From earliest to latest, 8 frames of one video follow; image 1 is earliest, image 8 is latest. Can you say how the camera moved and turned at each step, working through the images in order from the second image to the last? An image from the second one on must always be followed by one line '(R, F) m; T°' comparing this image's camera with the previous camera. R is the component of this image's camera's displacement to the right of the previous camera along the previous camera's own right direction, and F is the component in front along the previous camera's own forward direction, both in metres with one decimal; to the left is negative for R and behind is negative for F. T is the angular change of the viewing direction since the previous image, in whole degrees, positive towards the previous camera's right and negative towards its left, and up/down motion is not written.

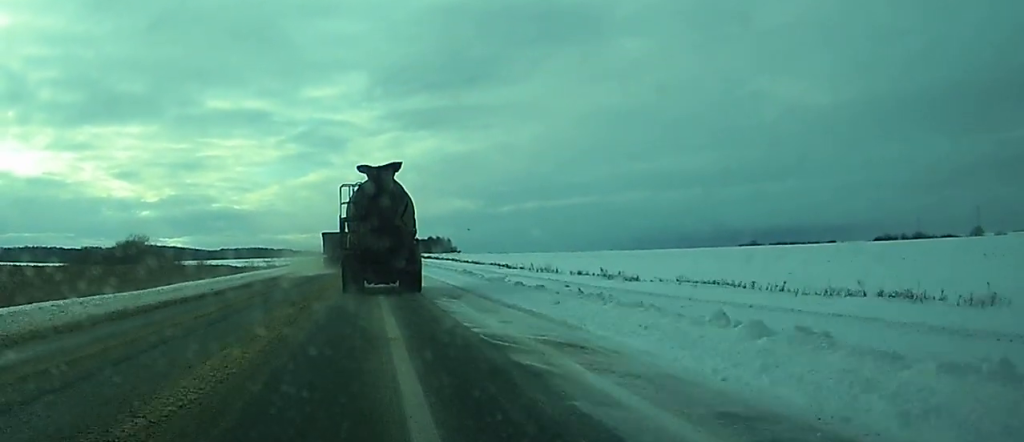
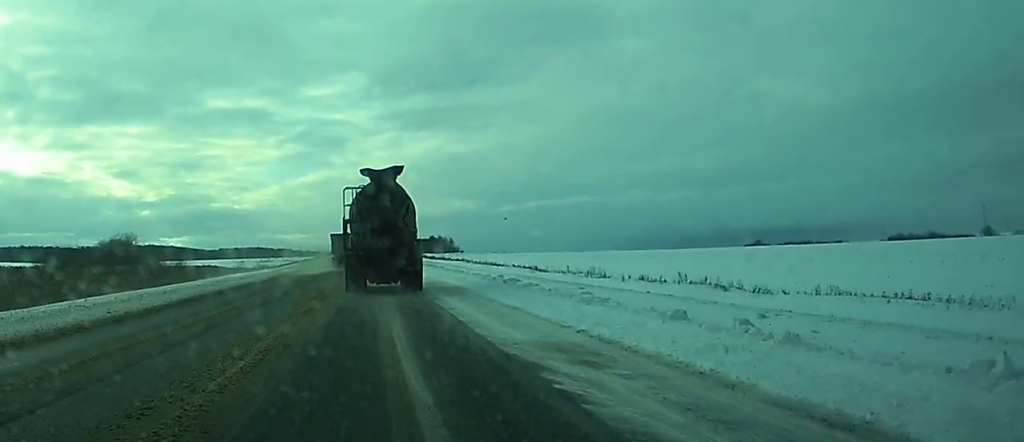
(-0.1, +14.1) m; 0°
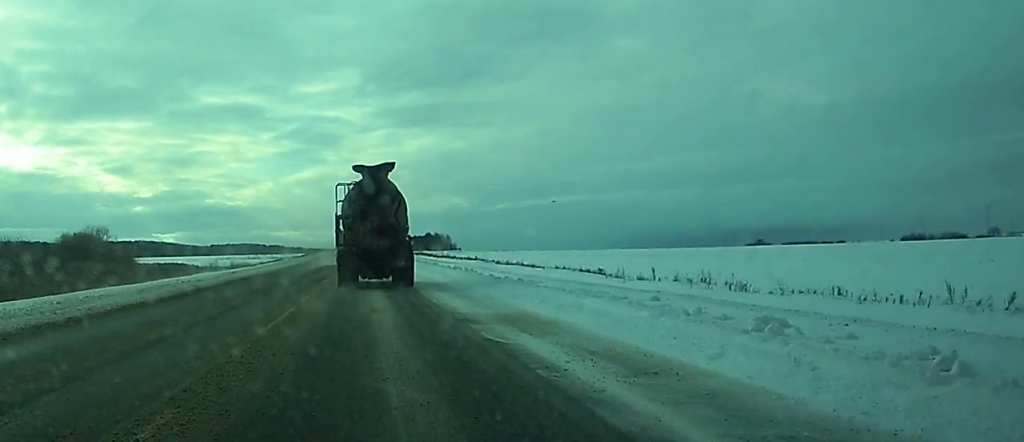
(0.0, +20.5) m; 0°
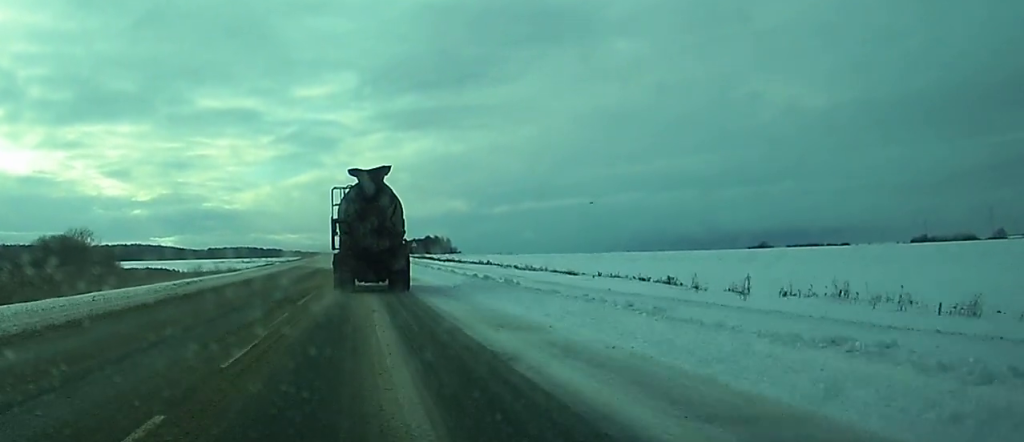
(0.0, +11.3) m; 0°
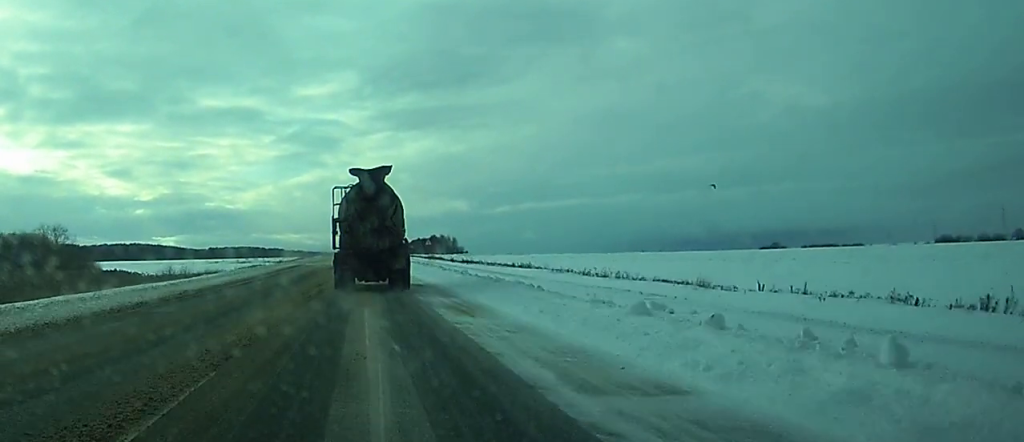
(+0.2, +20.1) m; +1°
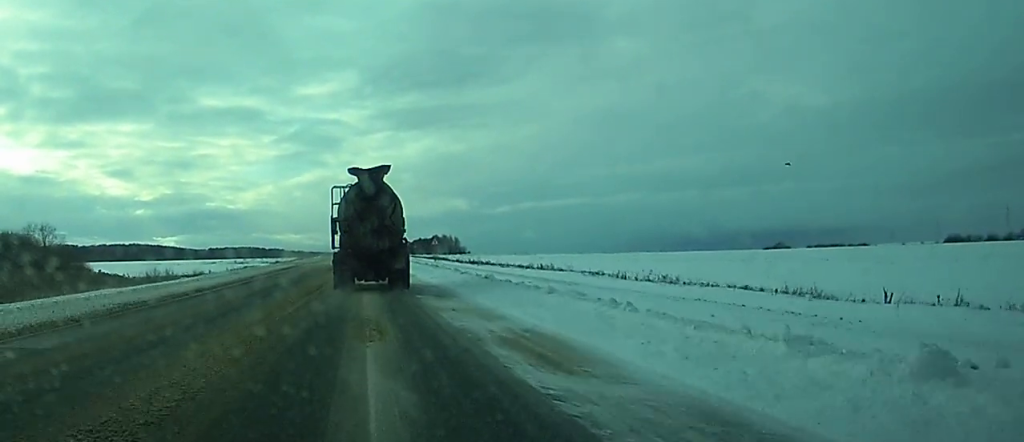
(0.0, +7.7) m; 0°
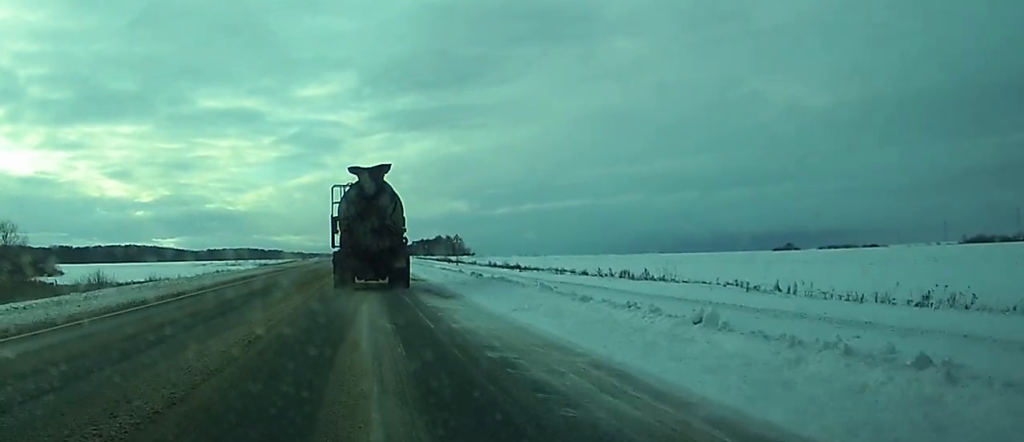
(0.0, +20.3) m; -1°
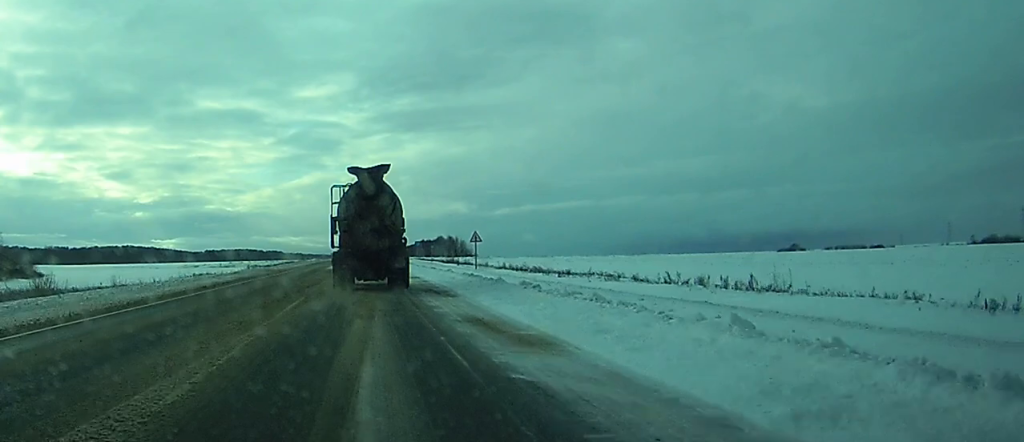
(-0.1, +11.5) m; 0°
